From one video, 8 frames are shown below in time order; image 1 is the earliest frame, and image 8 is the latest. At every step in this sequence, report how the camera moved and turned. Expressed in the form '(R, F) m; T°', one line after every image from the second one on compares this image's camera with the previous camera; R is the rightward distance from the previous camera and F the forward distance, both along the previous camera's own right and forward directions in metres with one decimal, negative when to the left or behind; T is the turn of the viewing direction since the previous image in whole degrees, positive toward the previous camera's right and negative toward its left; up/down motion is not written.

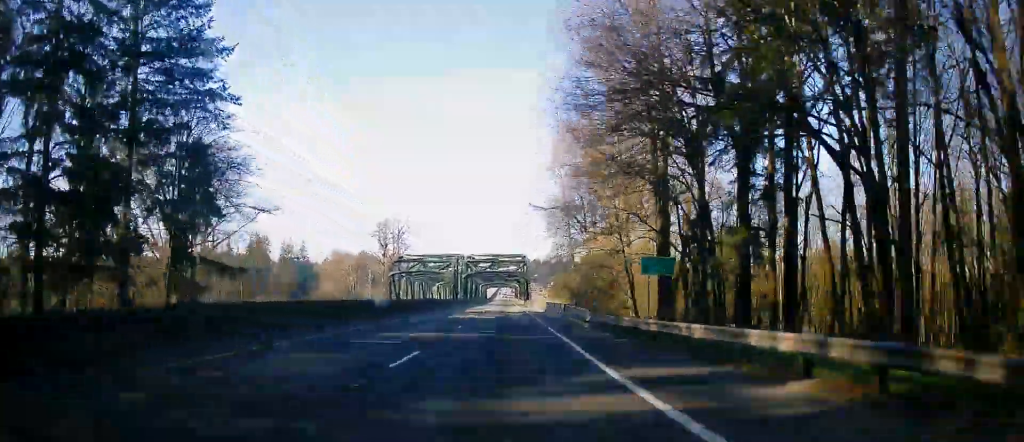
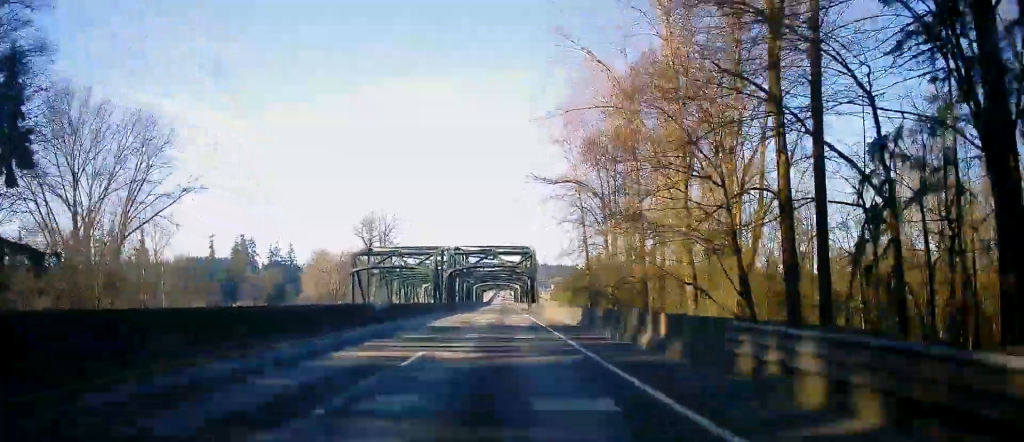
(0.0, +24.7) m; 0°
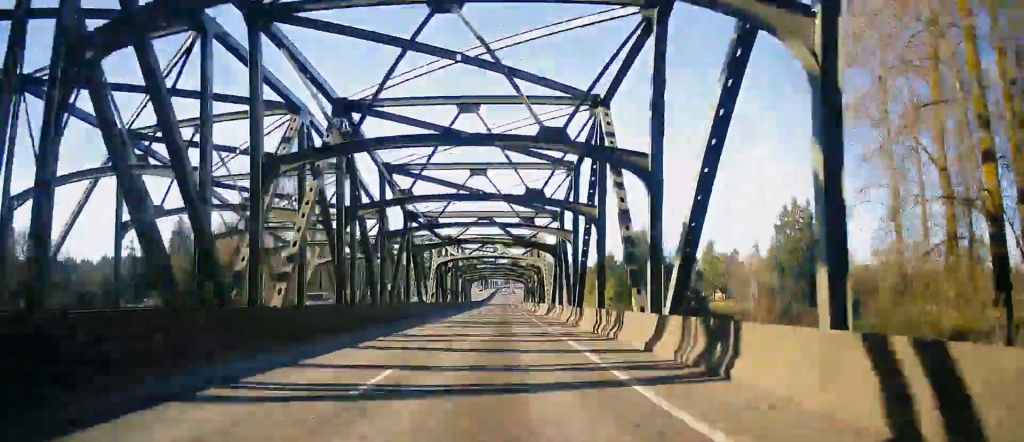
(+0.2, +89.5) m; 0°
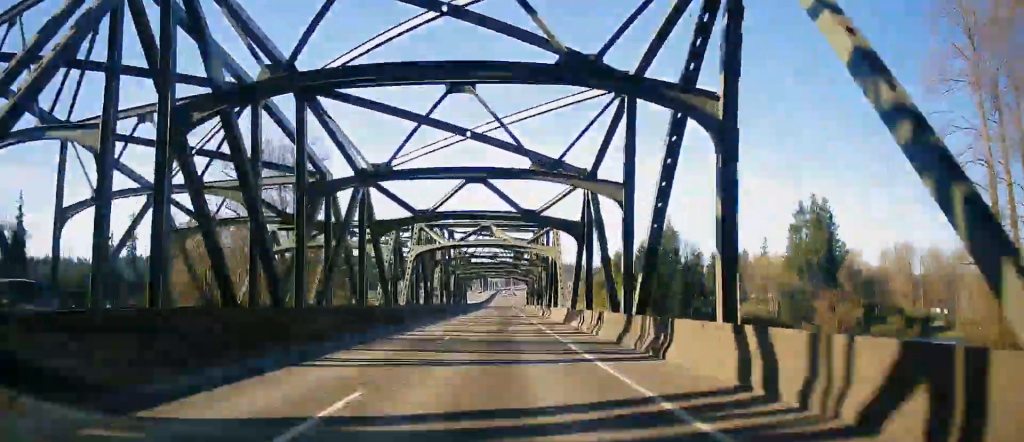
(0.0, +14.4) m; 0°
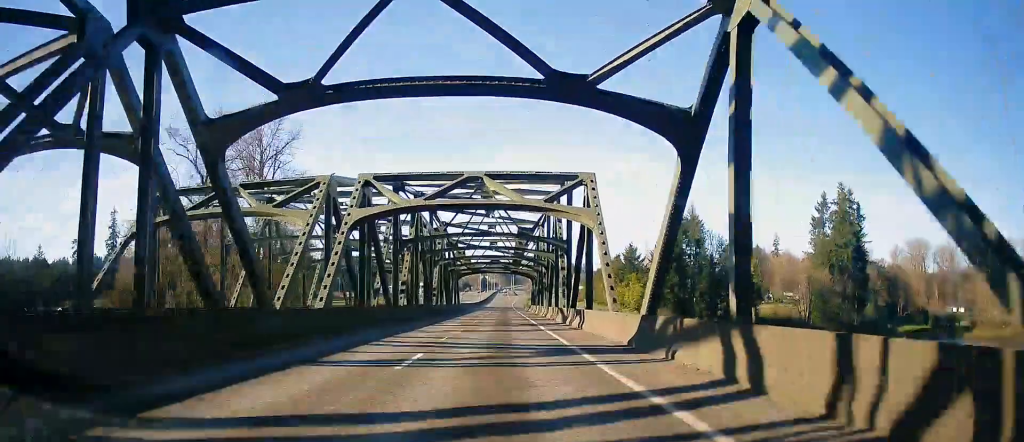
(+0.2, +18.8) m; 0°
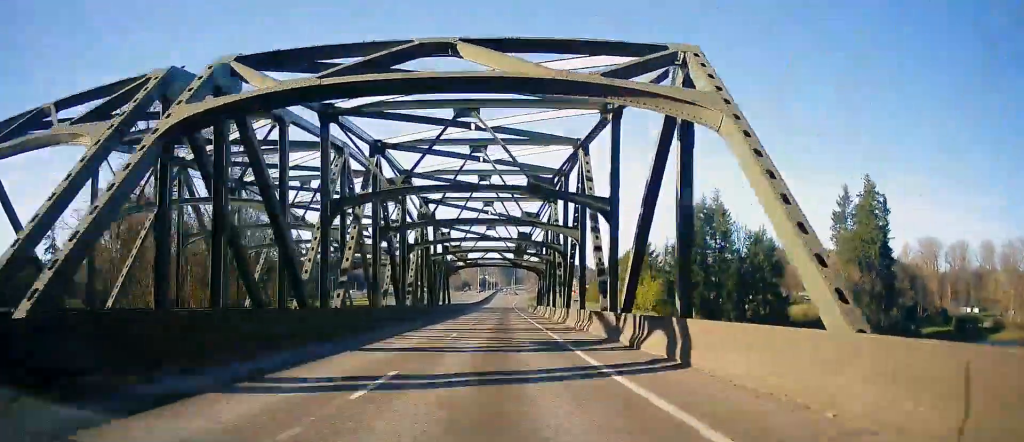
(-0.1, +15.5) m; 0°
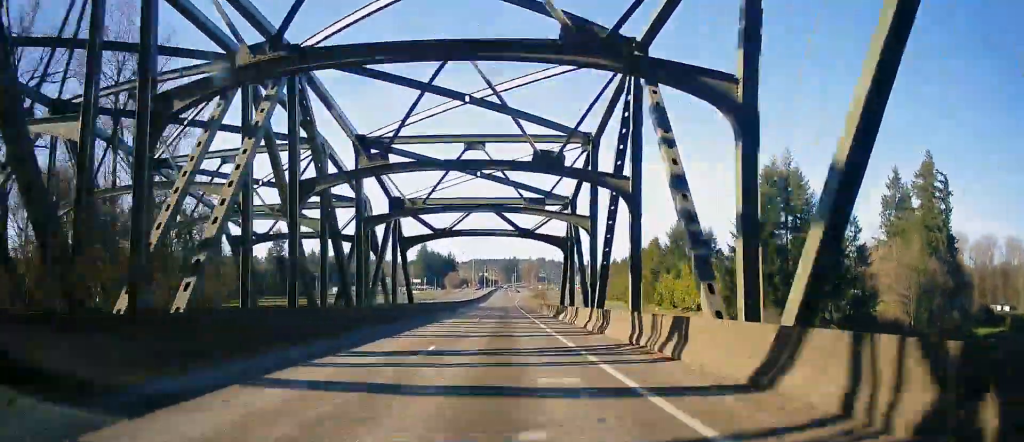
(-0.2, +31.1) m; 0°
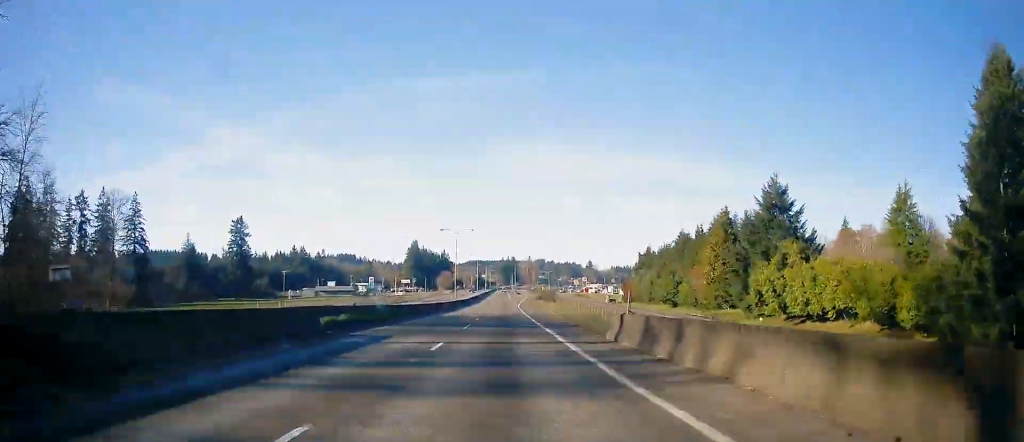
(0.0, +46.8) m; 0°
